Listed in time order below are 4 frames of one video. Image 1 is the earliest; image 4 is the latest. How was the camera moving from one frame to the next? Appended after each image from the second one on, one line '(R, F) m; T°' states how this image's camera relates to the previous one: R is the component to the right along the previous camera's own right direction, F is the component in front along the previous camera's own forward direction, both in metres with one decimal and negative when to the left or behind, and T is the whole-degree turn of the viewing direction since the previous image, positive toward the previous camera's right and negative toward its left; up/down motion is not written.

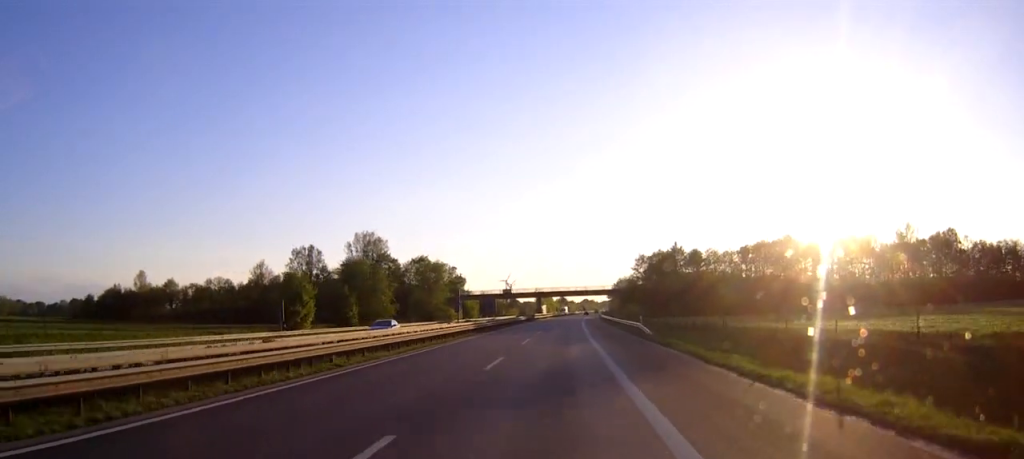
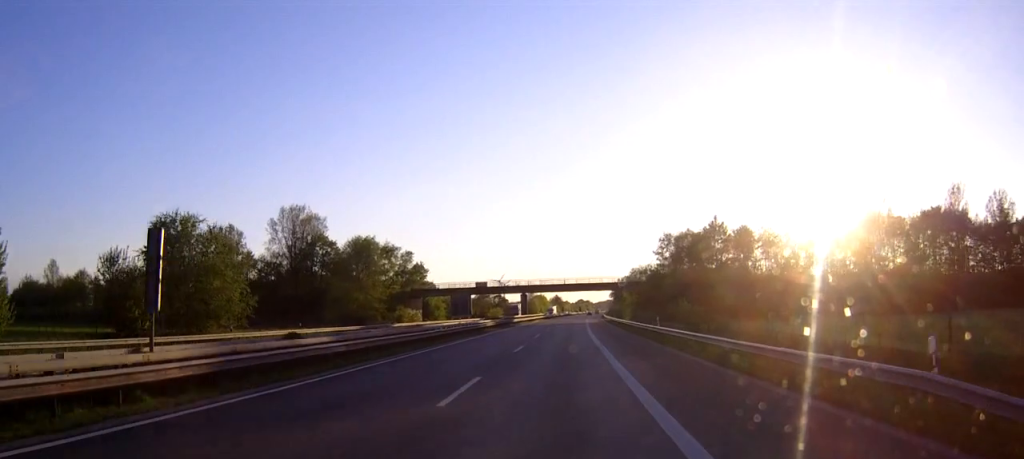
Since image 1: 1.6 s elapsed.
(+0.2, +40.3) m; +1°
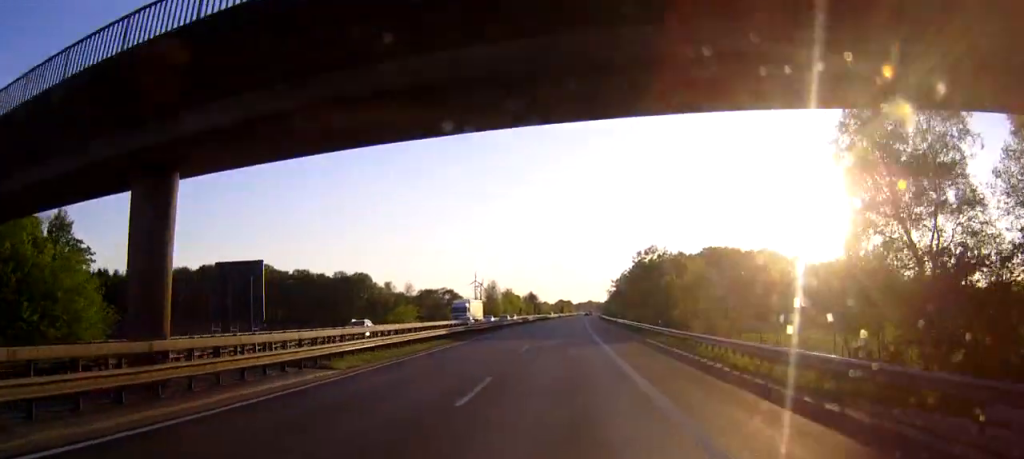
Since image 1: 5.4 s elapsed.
(+1.3, +104.4) m; +1°
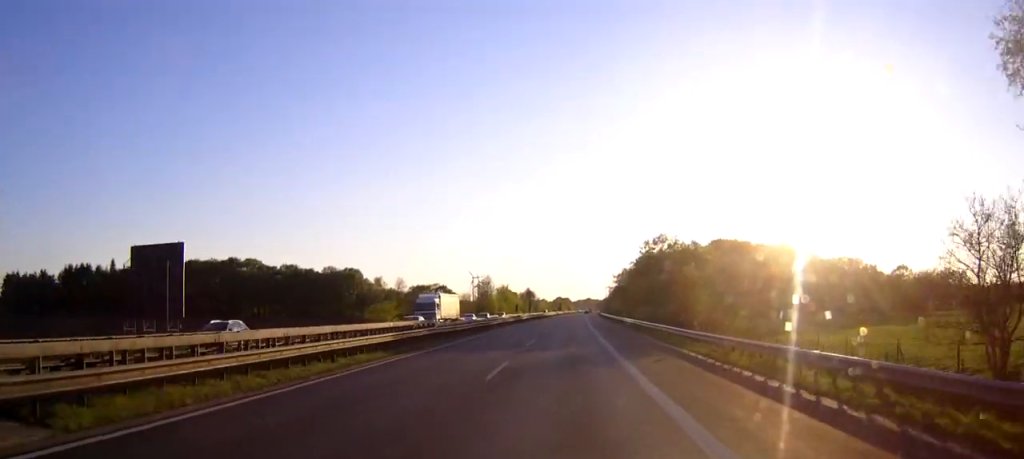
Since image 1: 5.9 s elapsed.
(0.0, +13.0) m; 0°
